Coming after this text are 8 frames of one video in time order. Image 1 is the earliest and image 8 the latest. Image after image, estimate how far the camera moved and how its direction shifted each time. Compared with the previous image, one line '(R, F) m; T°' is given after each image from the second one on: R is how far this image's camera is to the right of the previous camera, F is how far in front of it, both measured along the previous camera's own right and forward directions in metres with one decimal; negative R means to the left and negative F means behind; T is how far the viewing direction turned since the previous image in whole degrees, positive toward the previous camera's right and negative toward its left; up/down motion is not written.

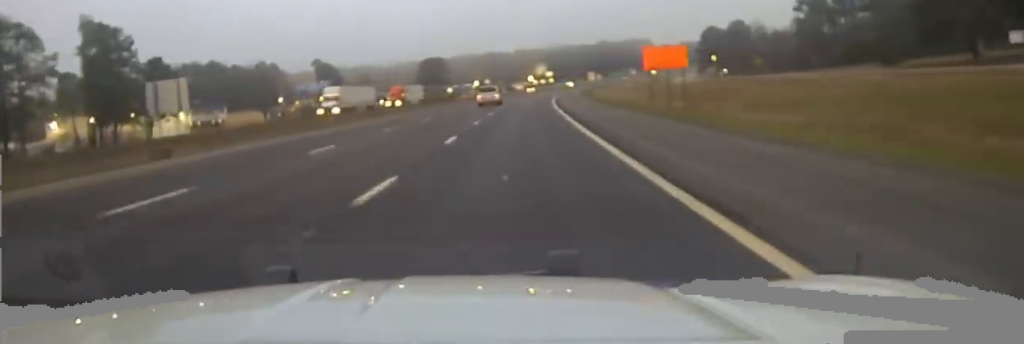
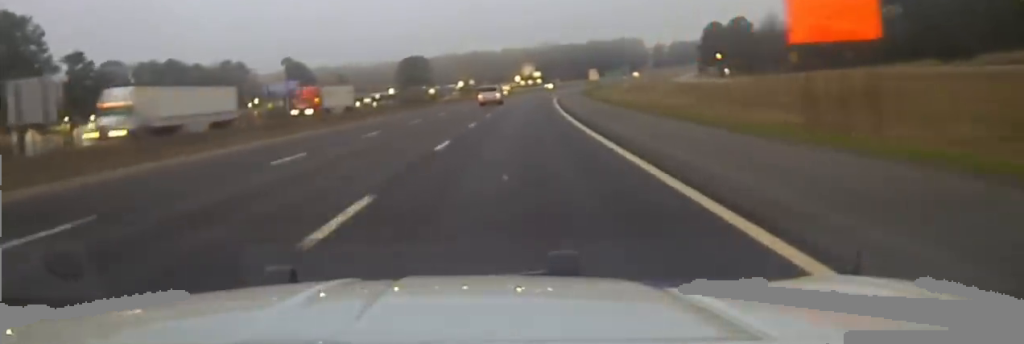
(+0.7, +27.2) m; +2°
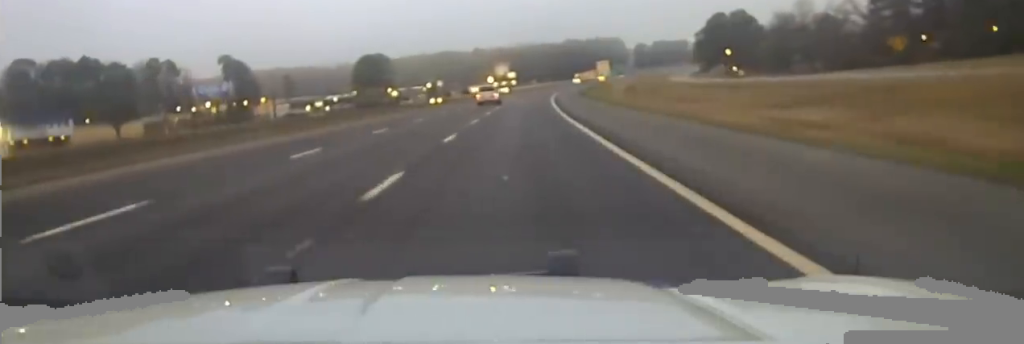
(+0.5, +44.3) m; +1°
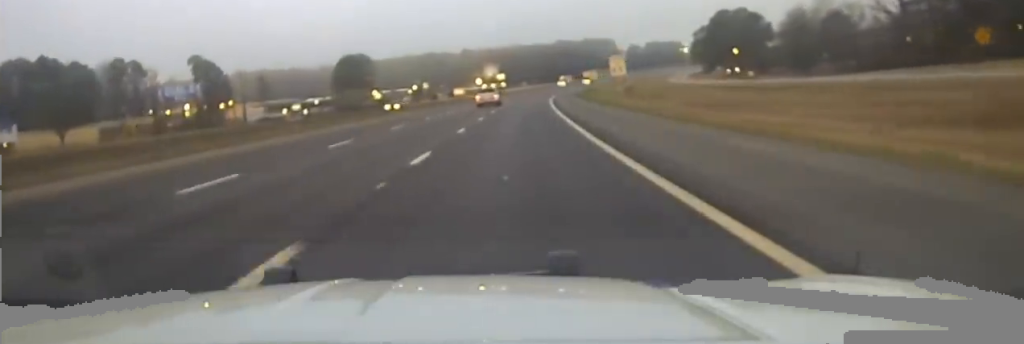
(-0.1, +19.1) m; +1°
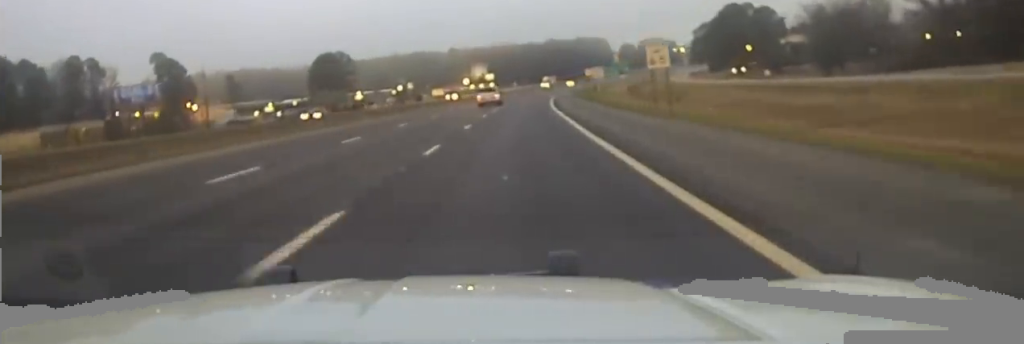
(+0.4, +22.3) m; +1°
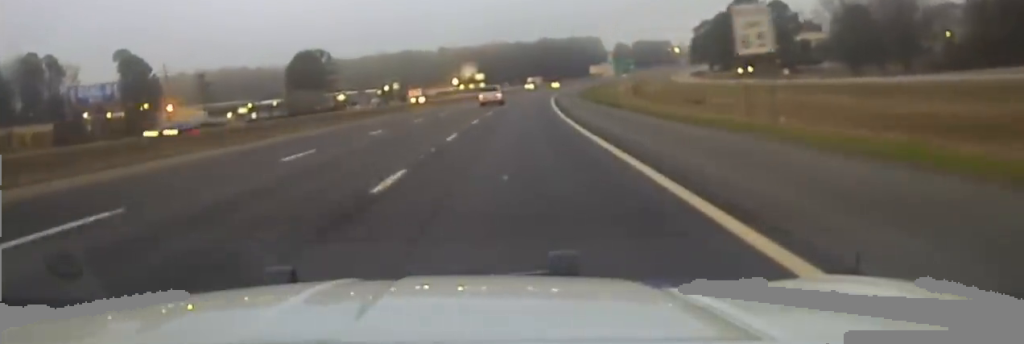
(+0.2, +19.1) m; +1°
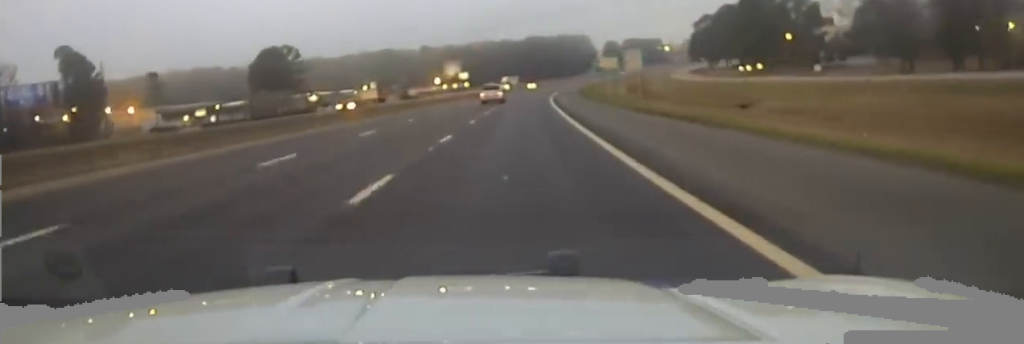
(-0.1, +25.5) m; 0°
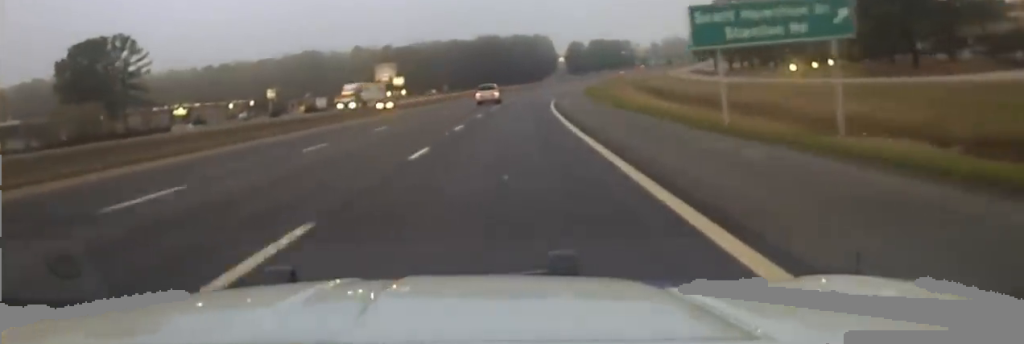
(+2.7, +89.4) m; +3°
